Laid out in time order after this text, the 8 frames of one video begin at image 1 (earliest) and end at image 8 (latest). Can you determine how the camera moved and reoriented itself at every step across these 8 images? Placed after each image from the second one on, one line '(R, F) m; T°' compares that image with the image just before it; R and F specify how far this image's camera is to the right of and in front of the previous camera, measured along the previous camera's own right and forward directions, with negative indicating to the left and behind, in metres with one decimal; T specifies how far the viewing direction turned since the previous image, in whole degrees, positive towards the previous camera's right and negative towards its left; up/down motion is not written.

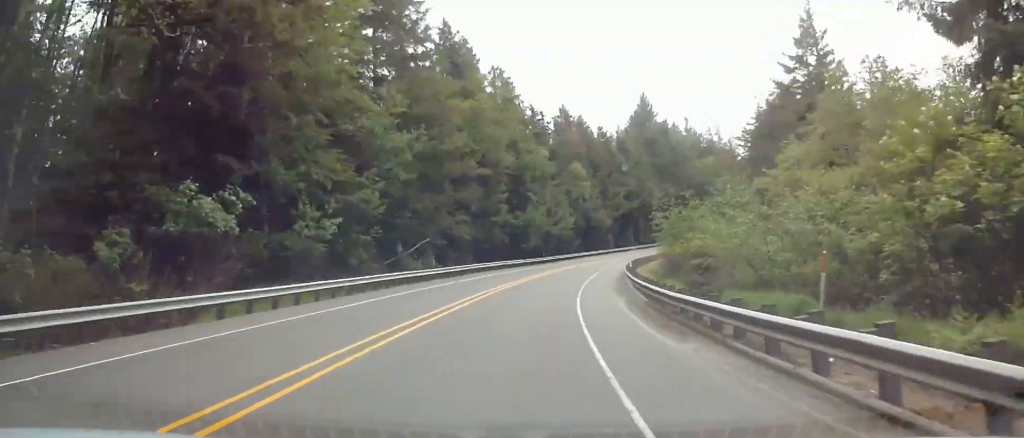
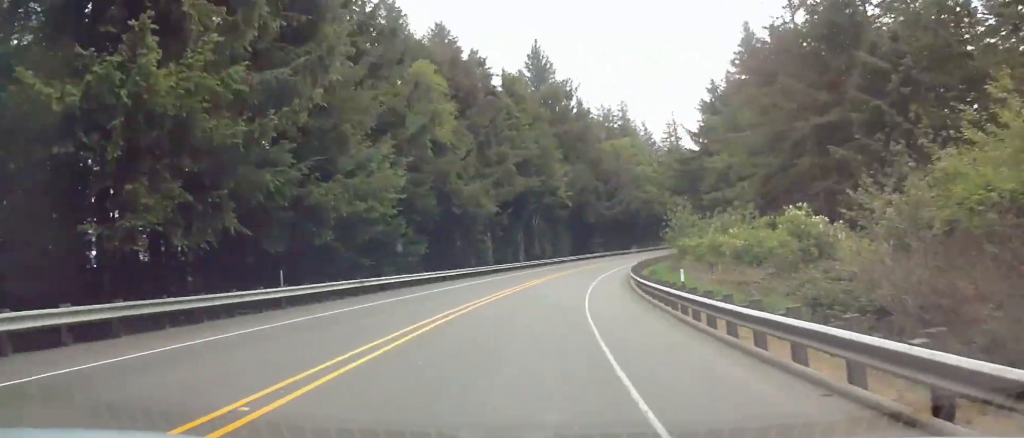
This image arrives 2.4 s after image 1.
(+6.7, +60.5) m; +12°
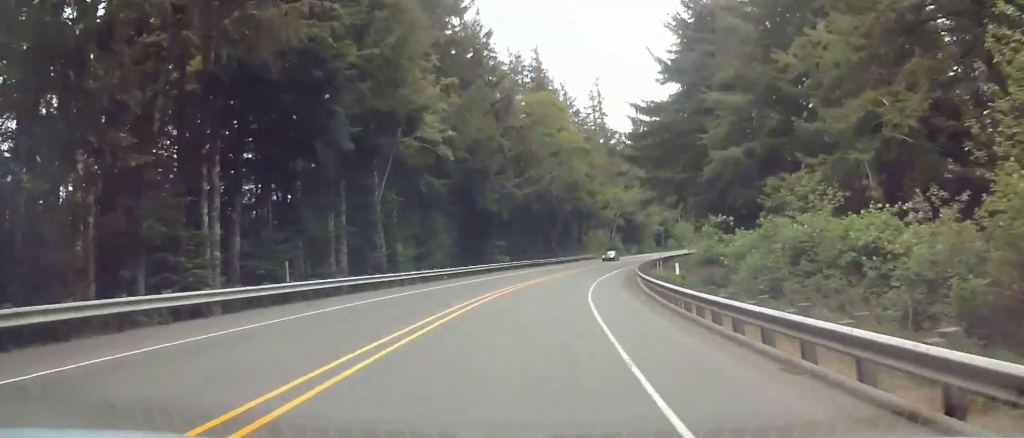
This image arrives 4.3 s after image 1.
(+4.0, +48.6) m; +9°
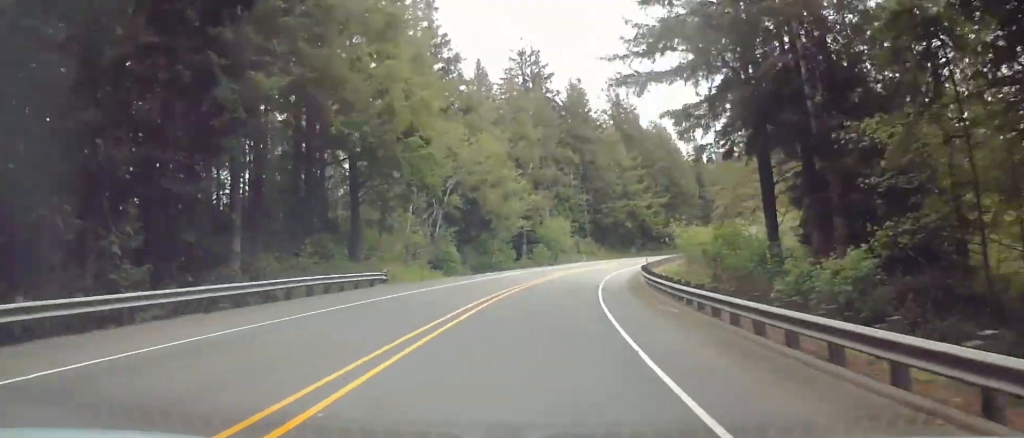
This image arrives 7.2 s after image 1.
(+7.1, +71.9) m; +14°
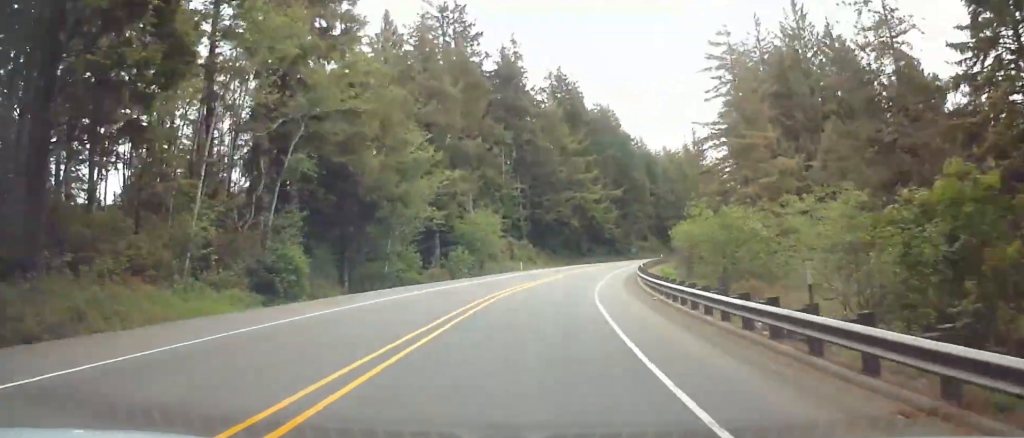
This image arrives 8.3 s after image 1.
(+3.1, +28.3) m; +6°
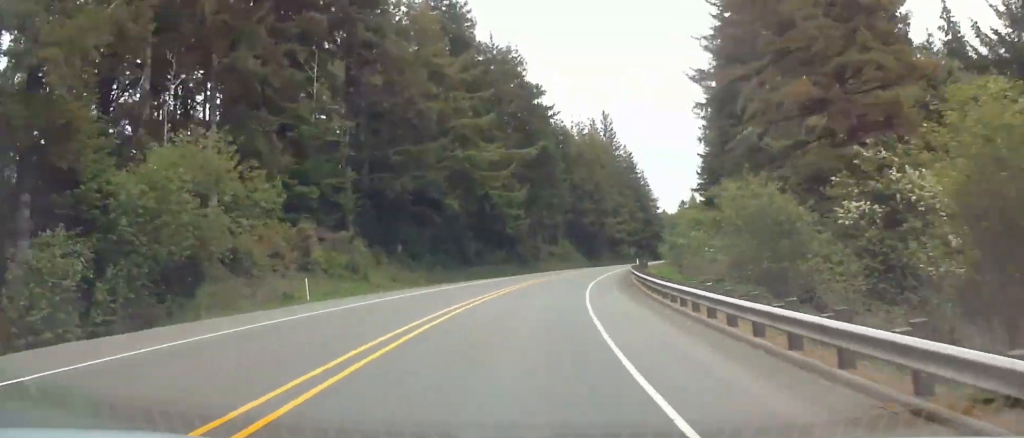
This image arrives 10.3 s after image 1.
(+4.3, +48.3) m; +10°
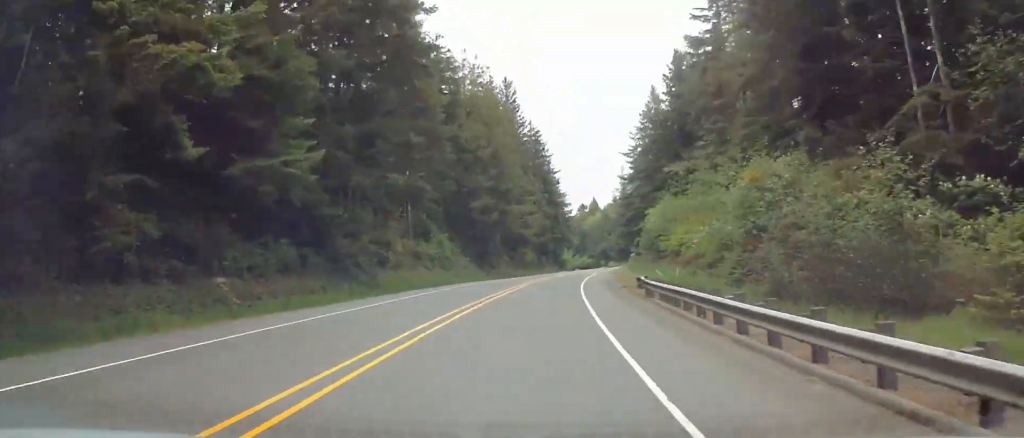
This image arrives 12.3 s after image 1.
(+4.0, +50.1) m; +10°
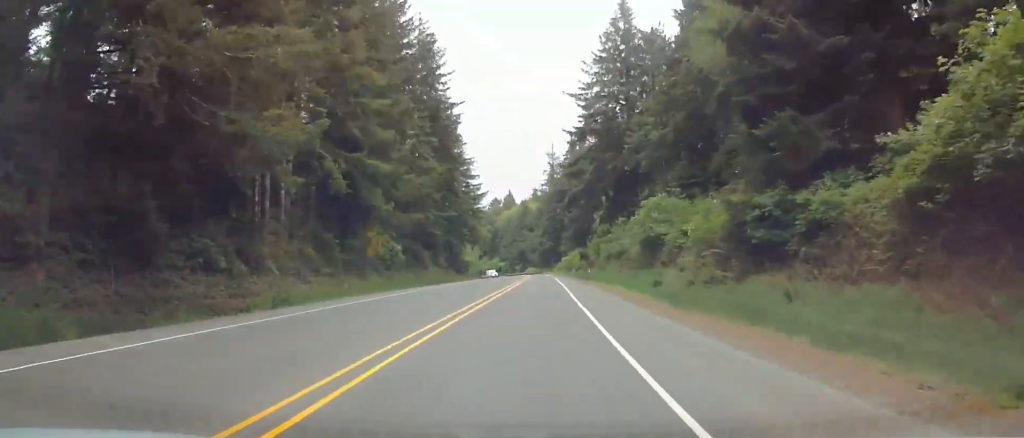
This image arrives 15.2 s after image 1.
(+8.5, +74.3) m; +10°
